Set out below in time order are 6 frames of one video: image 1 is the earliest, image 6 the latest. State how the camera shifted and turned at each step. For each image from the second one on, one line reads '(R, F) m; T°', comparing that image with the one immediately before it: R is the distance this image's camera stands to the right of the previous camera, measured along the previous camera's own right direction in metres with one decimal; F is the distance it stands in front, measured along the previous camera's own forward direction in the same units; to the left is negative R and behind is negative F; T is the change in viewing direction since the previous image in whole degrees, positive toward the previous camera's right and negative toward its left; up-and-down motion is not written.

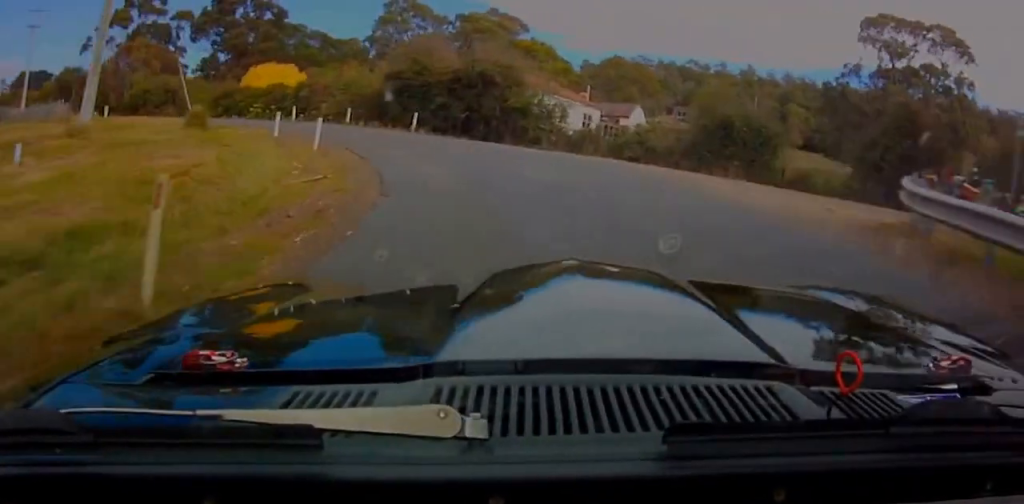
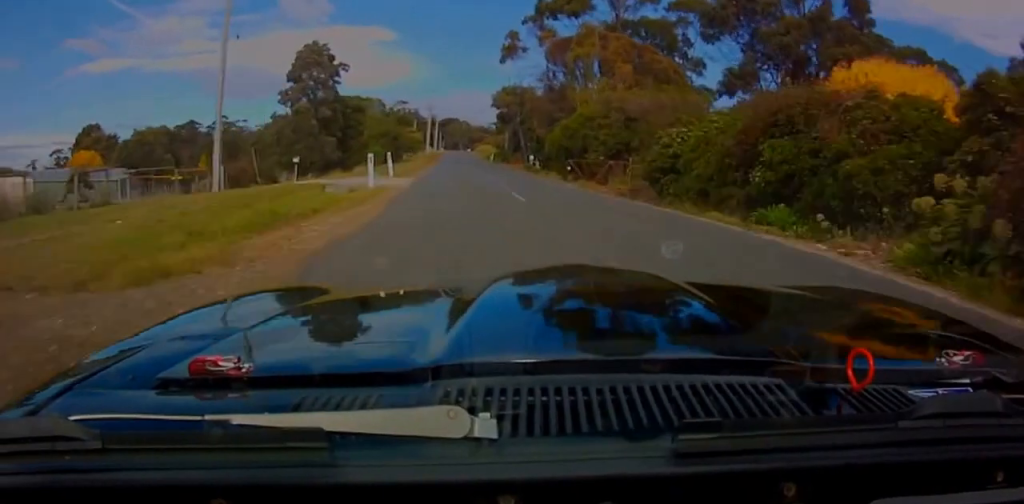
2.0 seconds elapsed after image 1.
(-15.2, +38.9) m; -24°
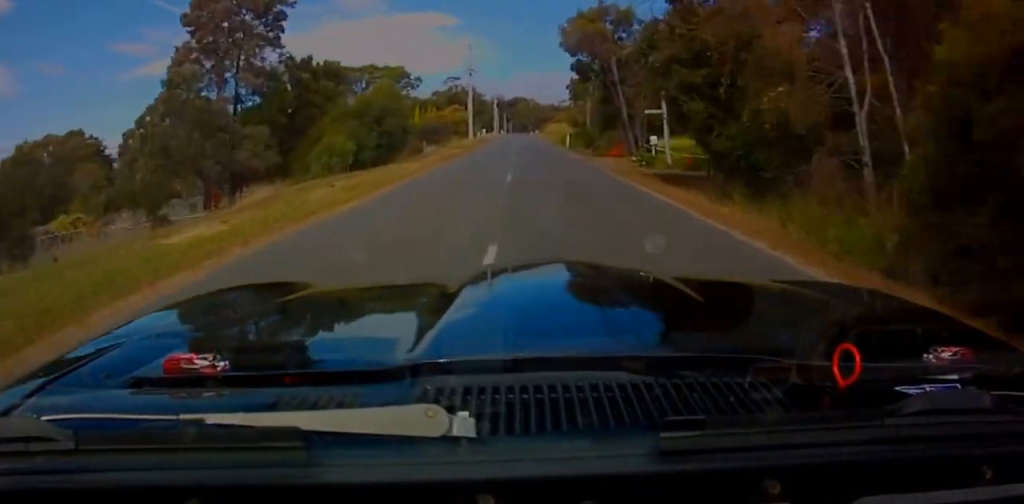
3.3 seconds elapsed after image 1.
(-0.1, +33.3) m; -7°
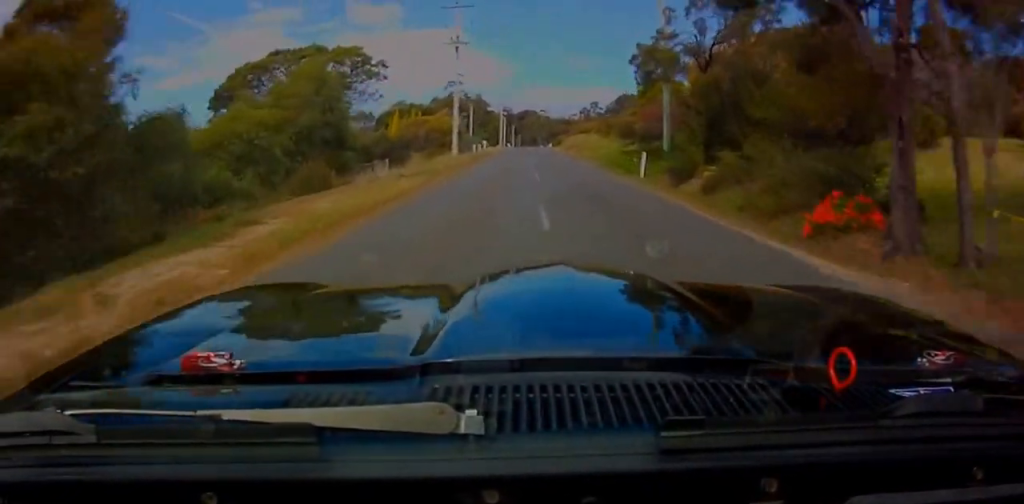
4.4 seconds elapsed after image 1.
(-3.5, +29.9) m; -9°
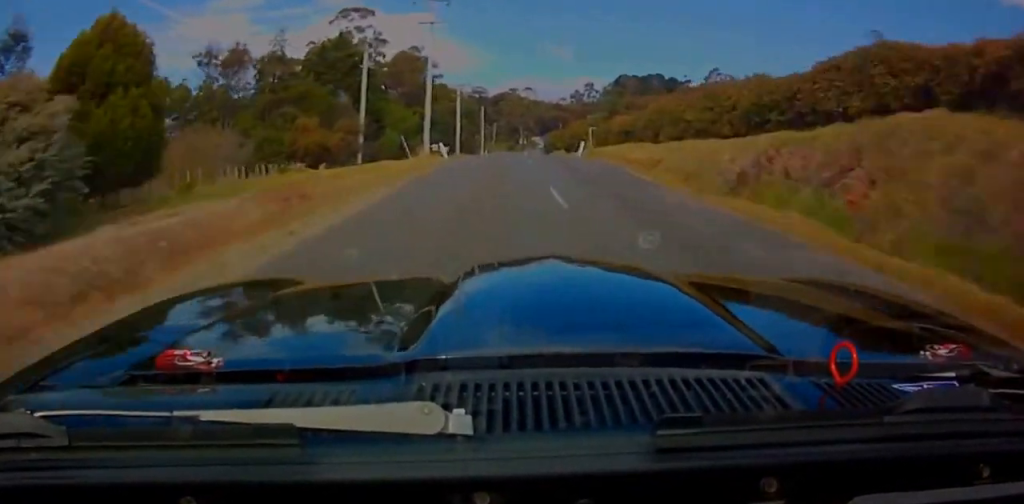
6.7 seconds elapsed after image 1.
(-3.1, +79.2) m; -2°
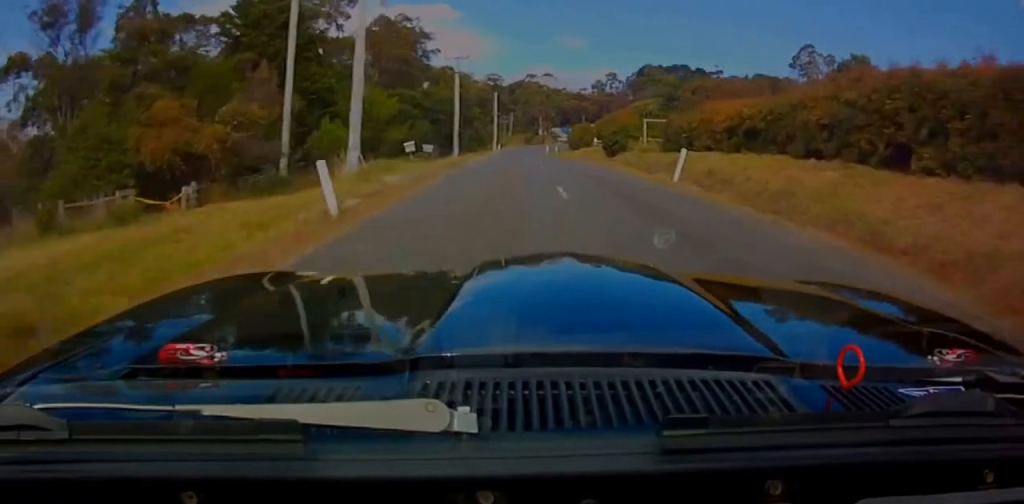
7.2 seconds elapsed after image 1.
(0.0, +21.1) m; 0°
